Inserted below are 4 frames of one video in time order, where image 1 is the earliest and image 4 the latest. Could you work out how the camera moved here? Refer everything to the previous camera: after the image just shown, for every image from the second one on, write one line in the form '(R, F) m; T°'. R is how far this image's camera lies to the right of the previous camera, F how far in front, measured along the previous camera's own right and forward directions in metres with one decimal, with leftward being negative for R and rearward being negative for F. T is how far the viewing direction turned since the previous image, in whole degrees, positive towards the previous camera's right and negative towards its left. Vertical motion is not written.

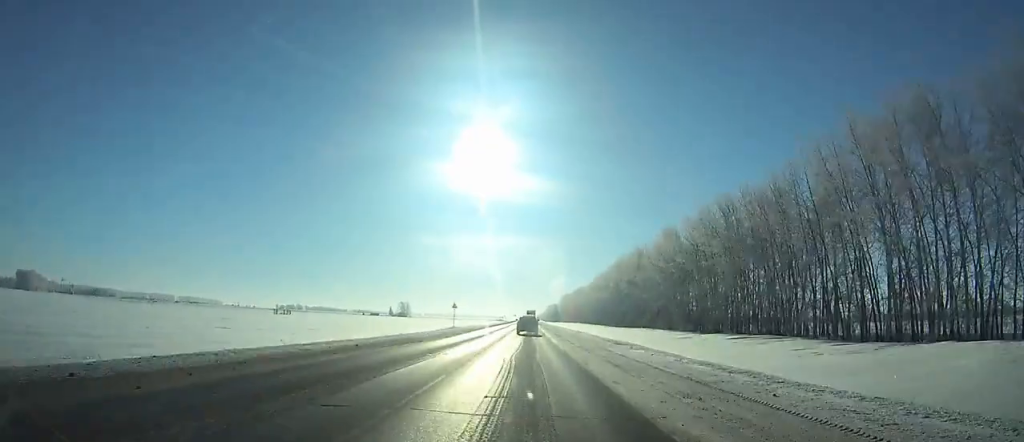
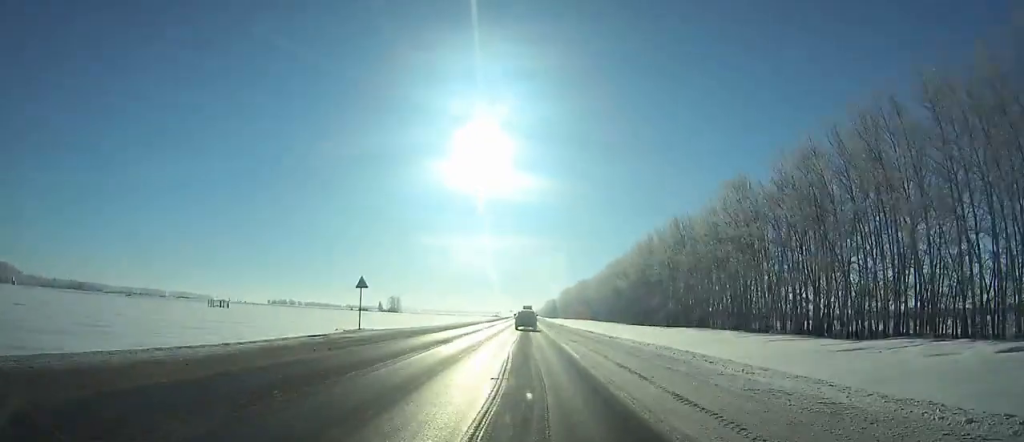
(0.0, +40.0) m; 0°
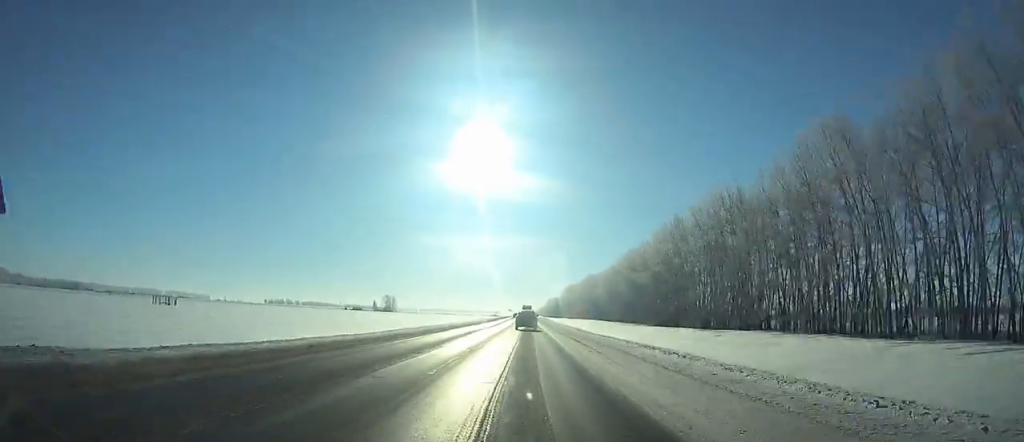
(0.0, +25.3) m; 0°
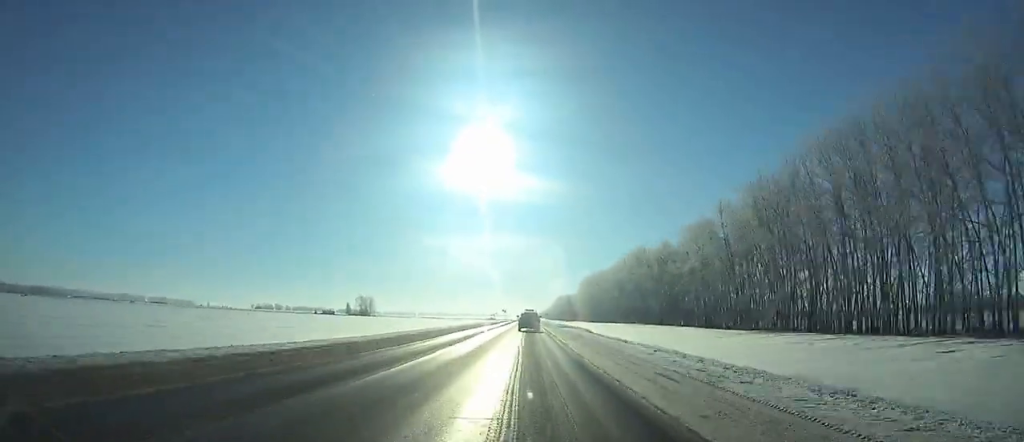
(0.0, +117.8) m; 0°
